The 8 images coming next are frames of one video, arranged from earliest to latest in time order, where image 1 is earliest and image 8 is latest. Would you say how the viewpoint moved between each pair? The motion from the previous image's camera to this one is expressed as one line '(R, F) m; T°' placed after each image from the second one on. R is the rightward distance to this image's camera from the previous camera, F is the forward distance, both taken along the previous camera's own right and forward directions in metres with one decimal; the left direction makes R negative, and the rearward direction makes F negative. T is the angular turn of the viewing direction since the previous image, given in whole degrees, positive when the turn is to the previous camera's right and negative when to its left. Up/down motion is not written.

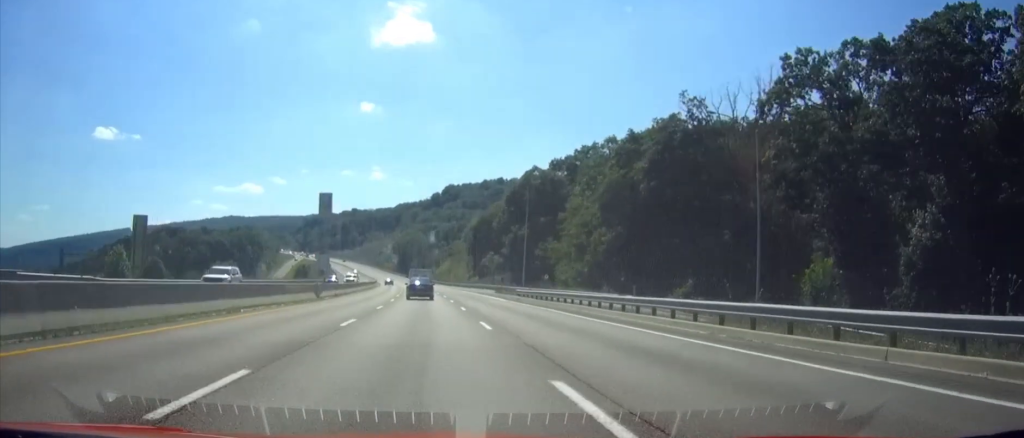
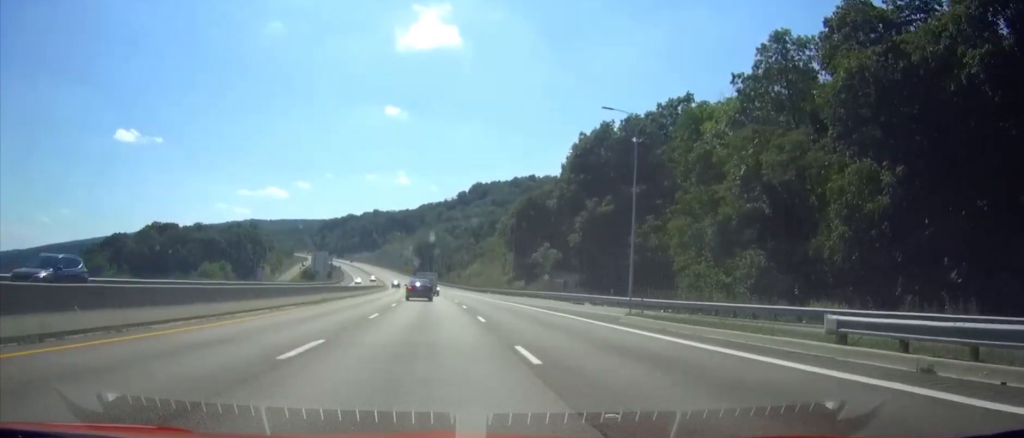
(-0.5, +43.9) m; -2°
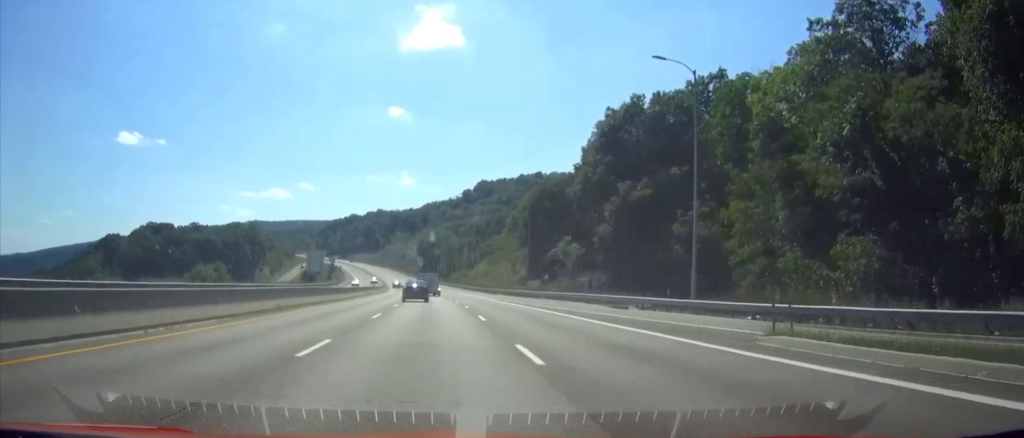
(-0.1, +12.1) m; 0°
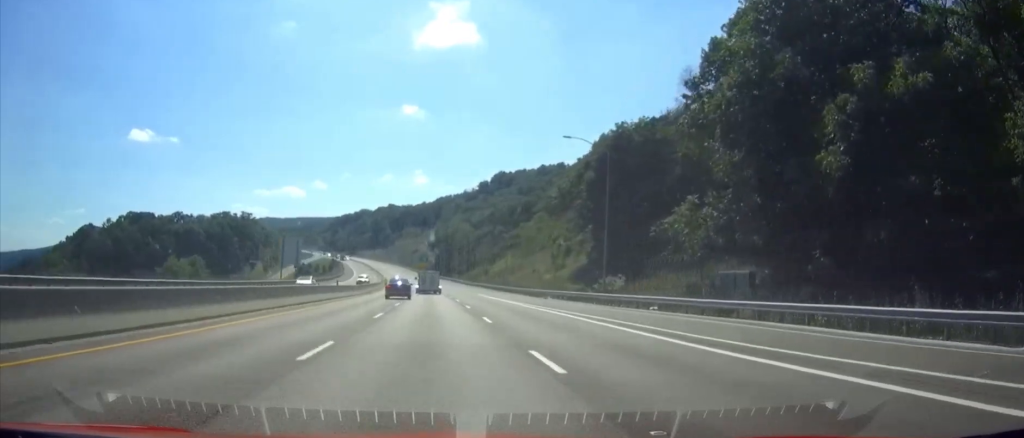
(-0.3, +37.4) m; -1°
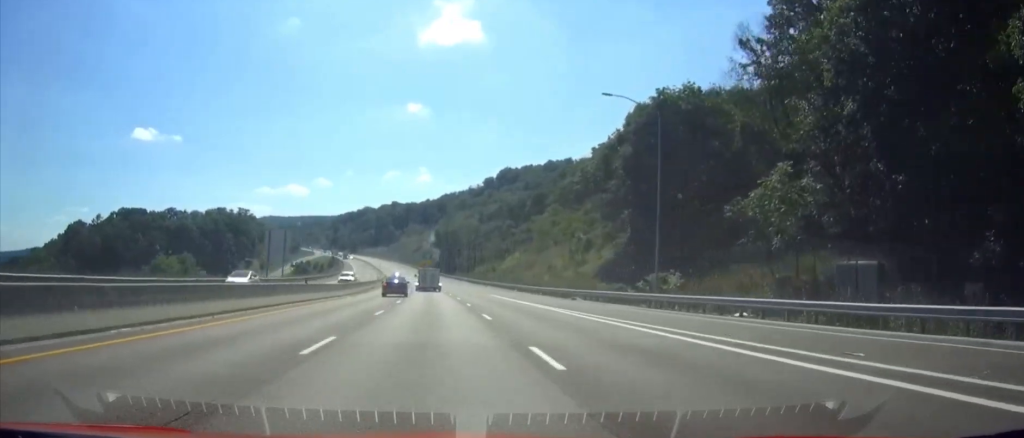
(0.0, +12.3) m; 0°
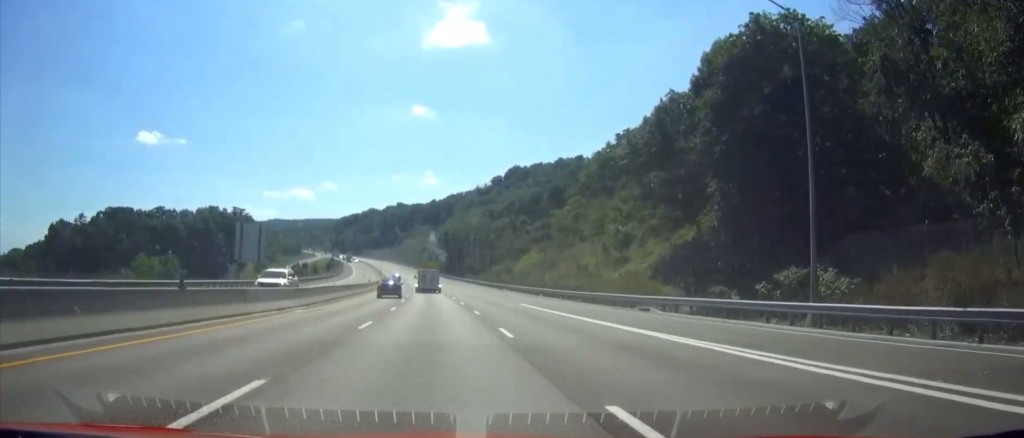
(-0.1, +18.0) m; -1°
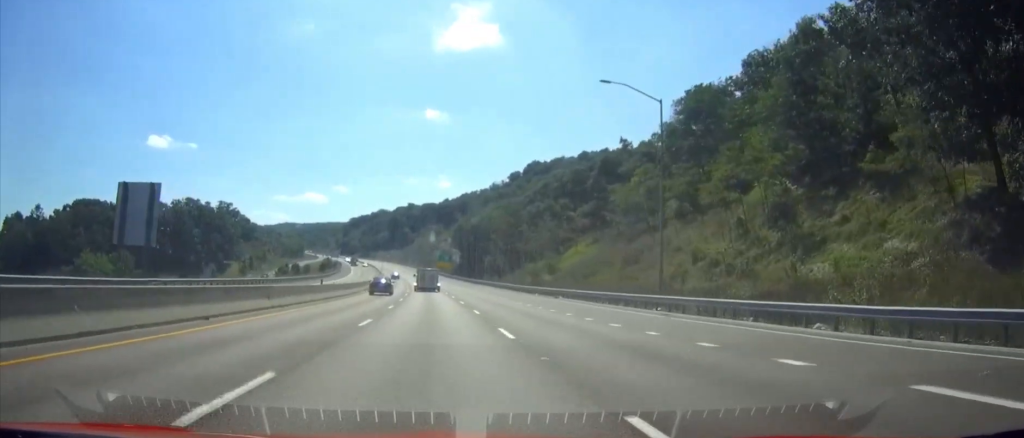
(-0.5, +37.3) m; -1°
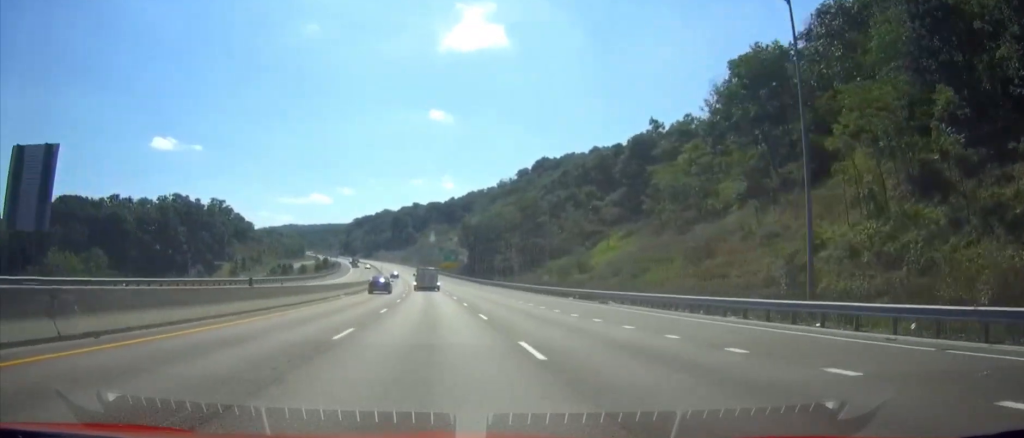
(-0.1, +16.4) m; 0°
